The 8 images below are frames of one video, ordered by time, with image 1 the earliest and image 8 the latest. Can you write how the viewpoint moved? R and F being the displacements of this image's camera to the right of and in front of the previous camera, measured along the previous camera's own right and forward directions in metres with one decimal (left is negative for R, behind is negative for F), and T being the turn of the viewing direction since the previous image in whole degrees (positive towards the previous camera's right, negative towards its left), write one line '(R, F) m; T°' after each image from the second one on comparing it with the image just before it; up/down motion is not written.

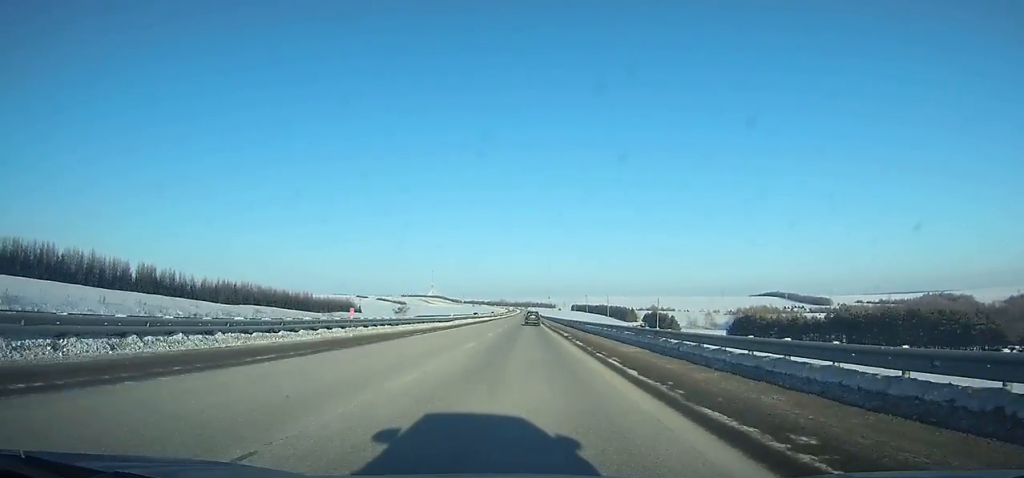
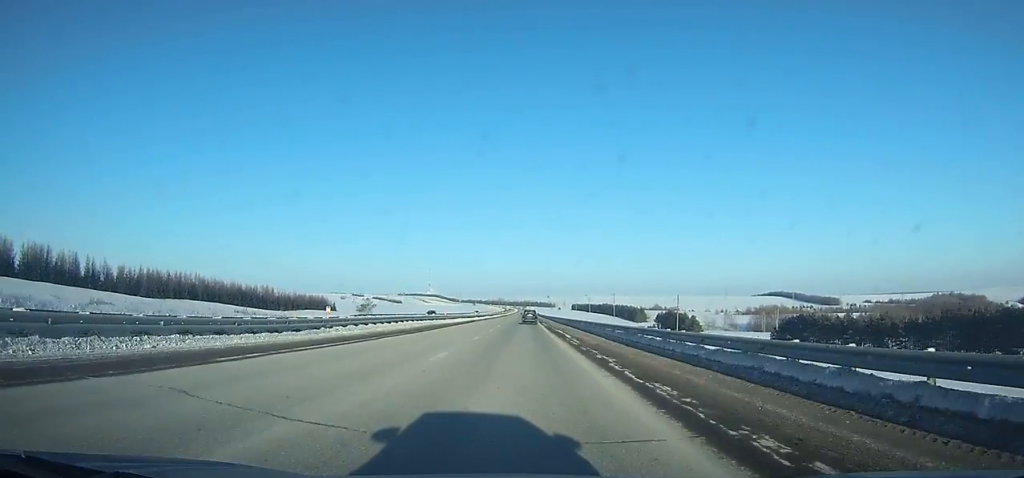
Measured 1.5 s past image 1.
(+0.2, +45.7) m; 0°
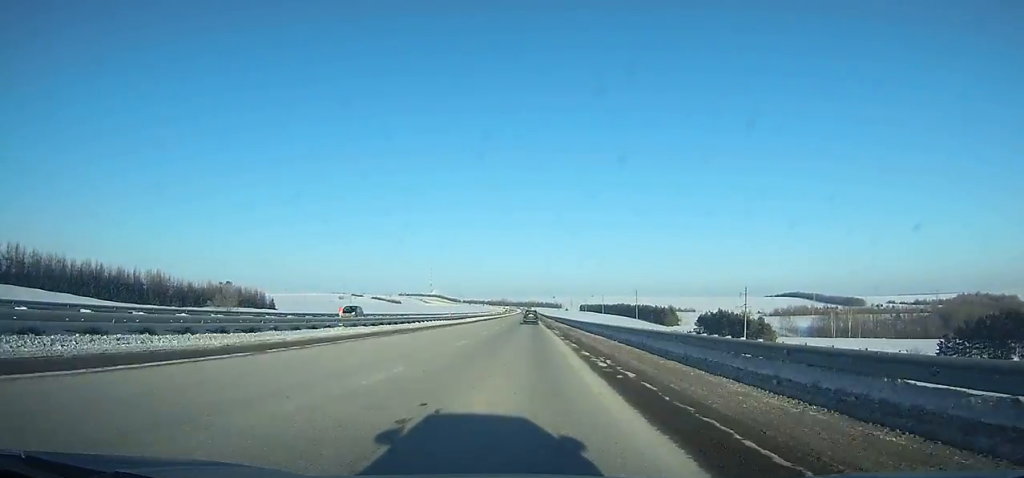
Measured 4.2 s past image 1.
(-0.2, +81.1) m; 0°
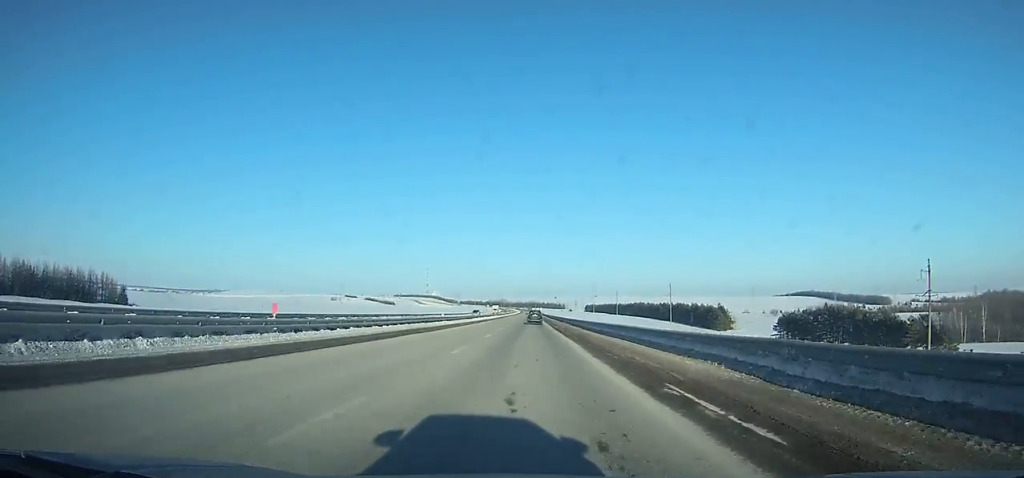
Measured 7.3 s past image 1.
(-0.2, +91.6) m; 0°
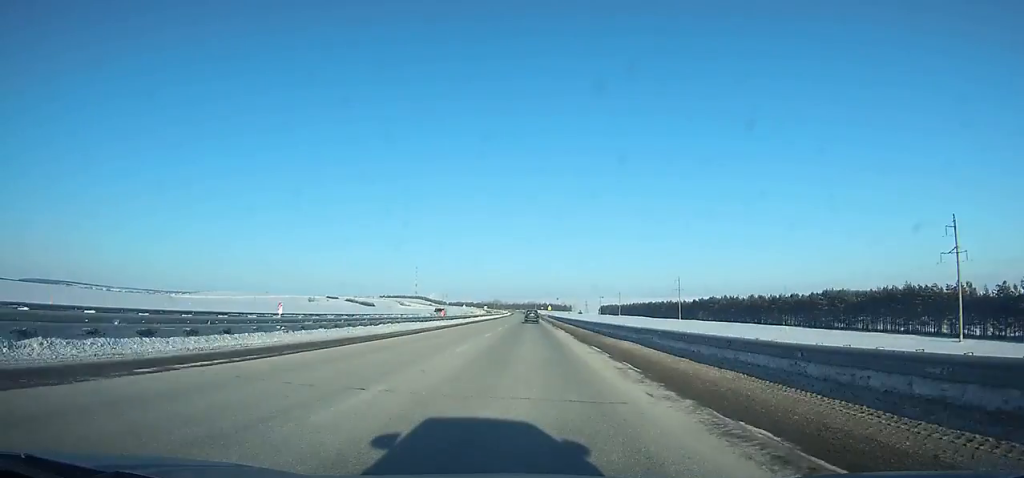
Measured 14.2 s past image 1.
(-0.2, +202.5) m; 0°
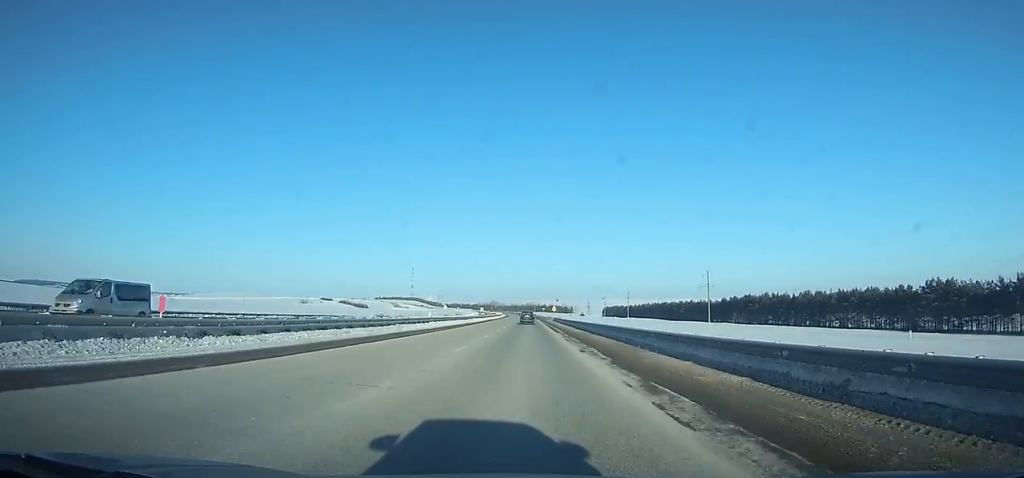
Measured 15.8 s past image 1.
(0.0, +46.9) m; 0°
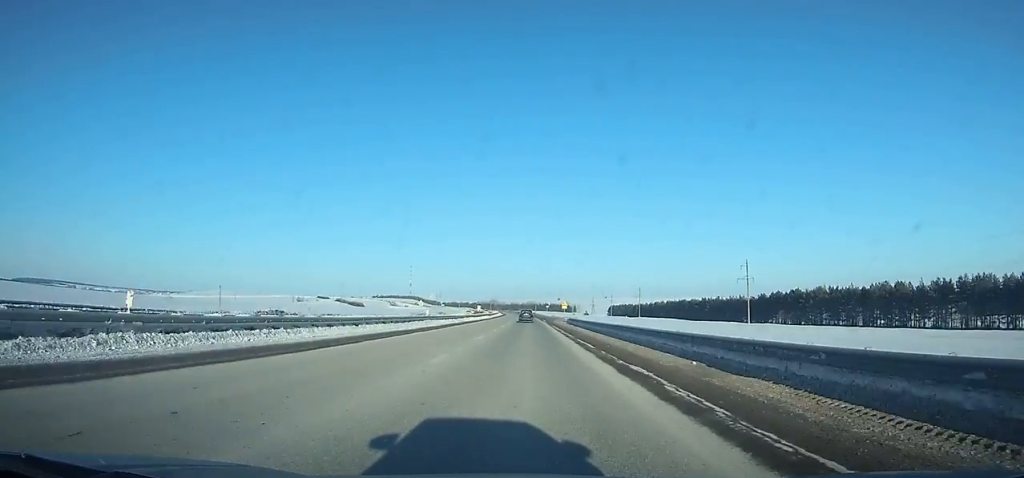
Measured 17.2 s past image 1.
(0.0, +41.0) m; 0°
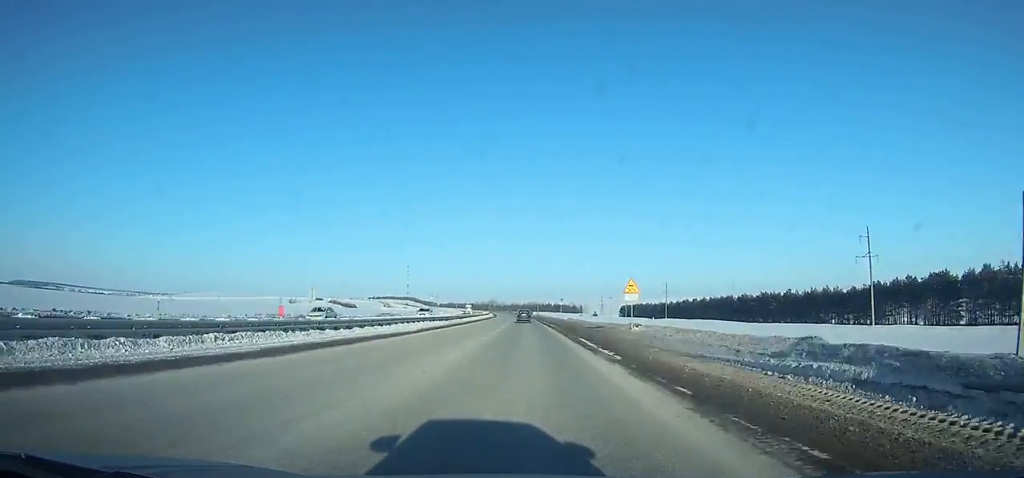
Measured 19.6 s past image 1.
(-0.1, +69.4) m; -1°
